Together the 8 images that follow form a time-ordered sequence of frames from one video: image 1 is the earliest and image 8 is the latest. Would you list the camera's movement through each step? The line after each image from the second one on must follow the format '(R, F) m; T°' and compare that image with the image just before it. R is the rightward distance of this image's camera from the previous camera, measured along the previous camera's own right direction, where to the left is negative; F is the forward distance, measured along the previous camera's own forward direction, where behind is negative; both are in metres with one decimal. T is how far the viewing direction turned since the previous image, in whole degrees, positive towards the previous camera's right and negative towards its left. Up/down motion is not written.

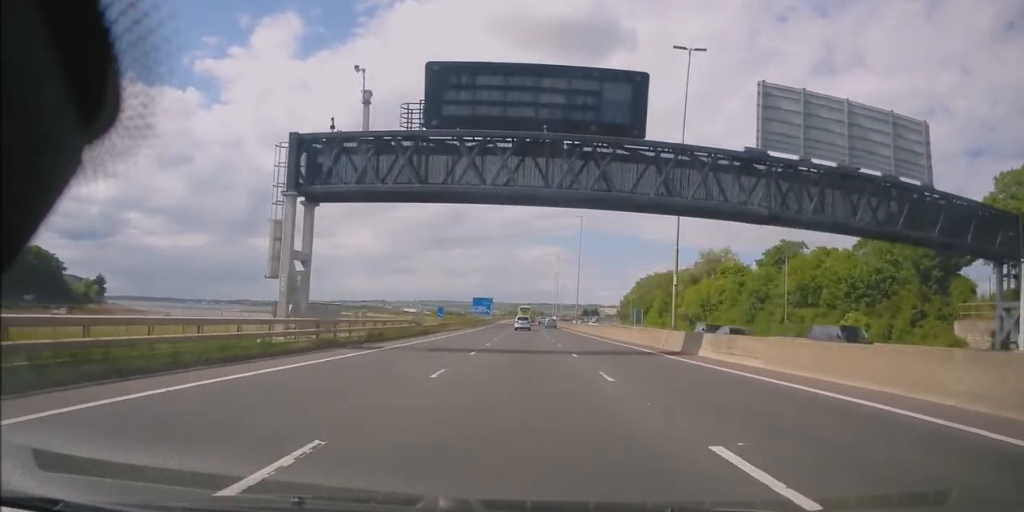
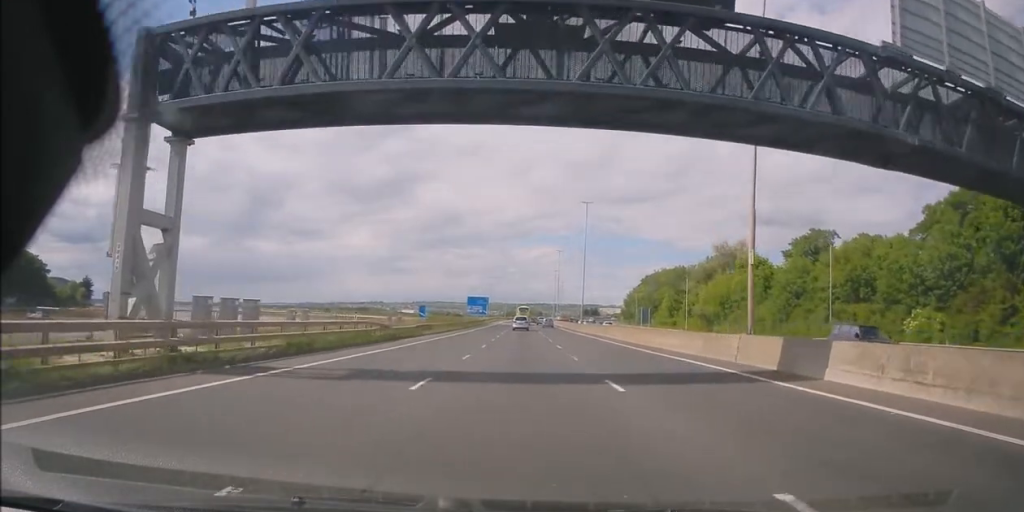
(+0.1, +10.8) m; +1°
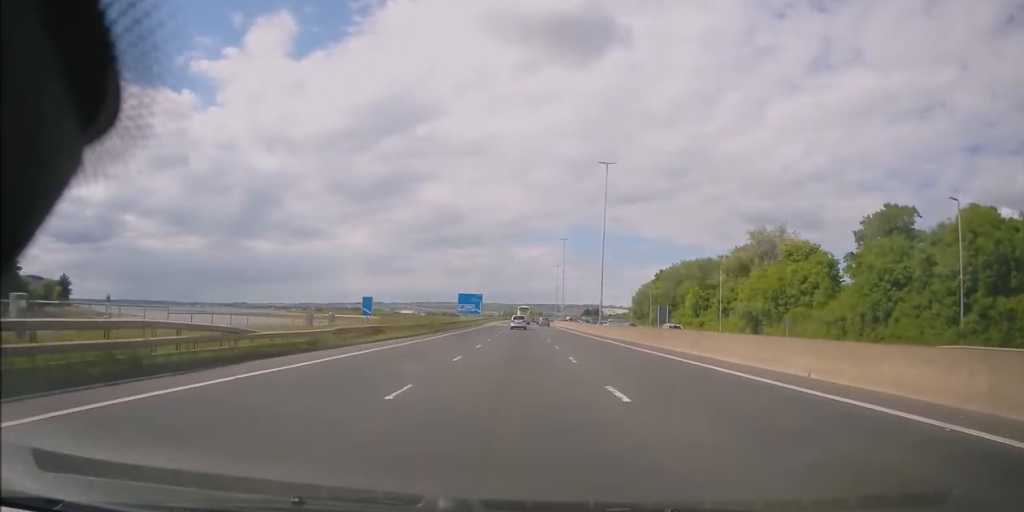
(+0.2, +19.5) m; 0°
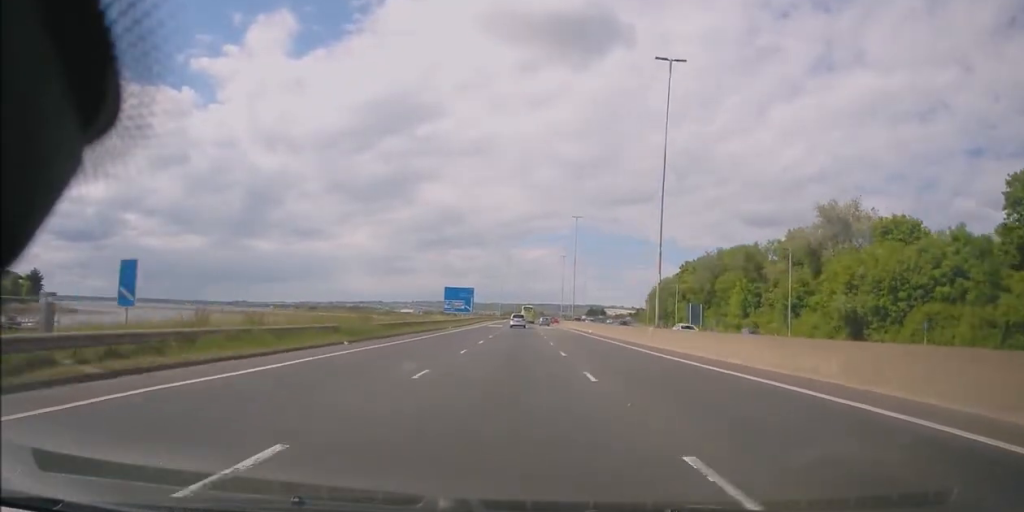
(-0.3, +23.8) m; 0°
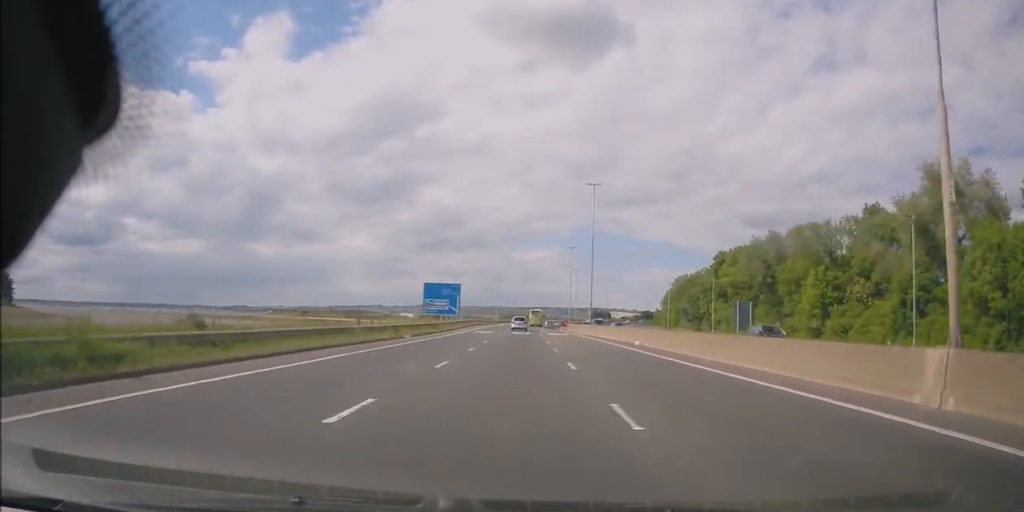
(+0.3, +22.7) m; 0°
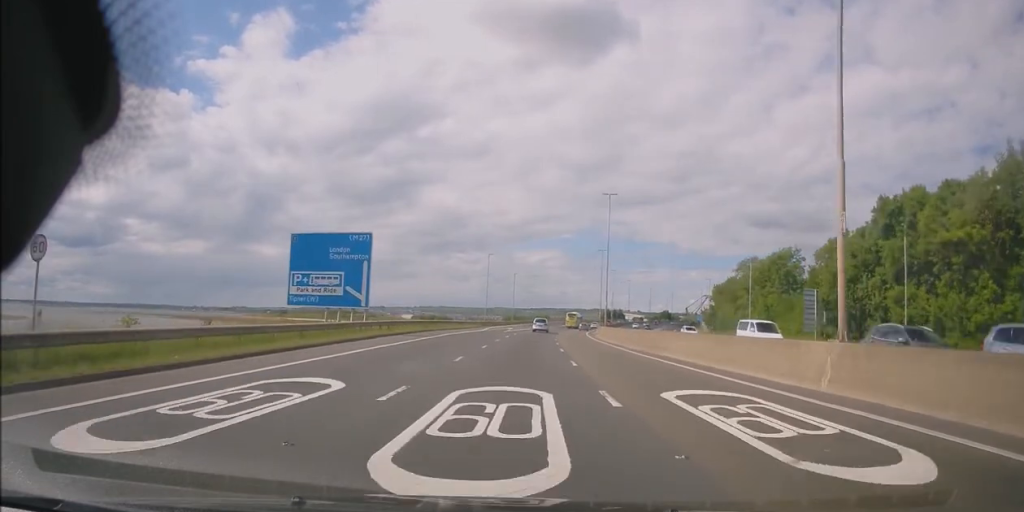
(-0.2, +51.7) m; 0°
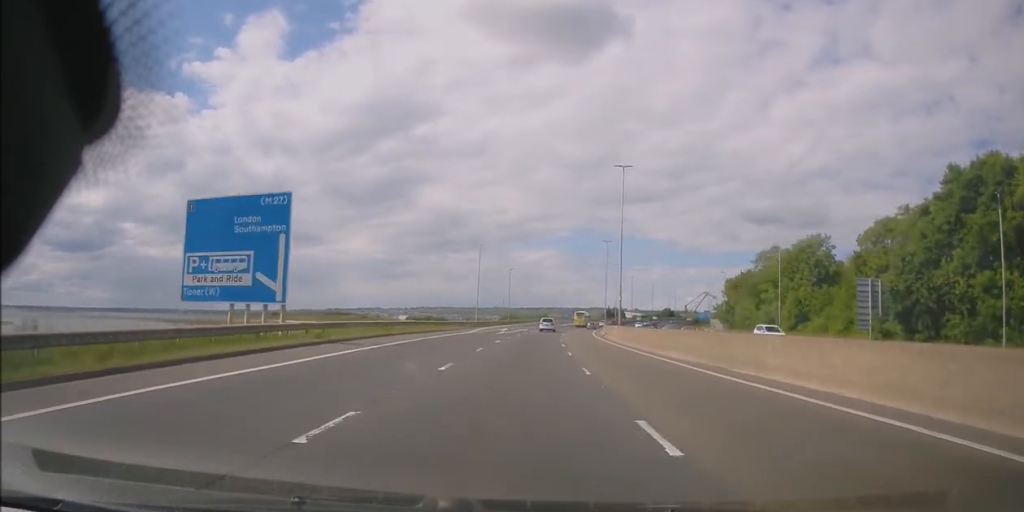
(+0.1, +12.3) m; 0°
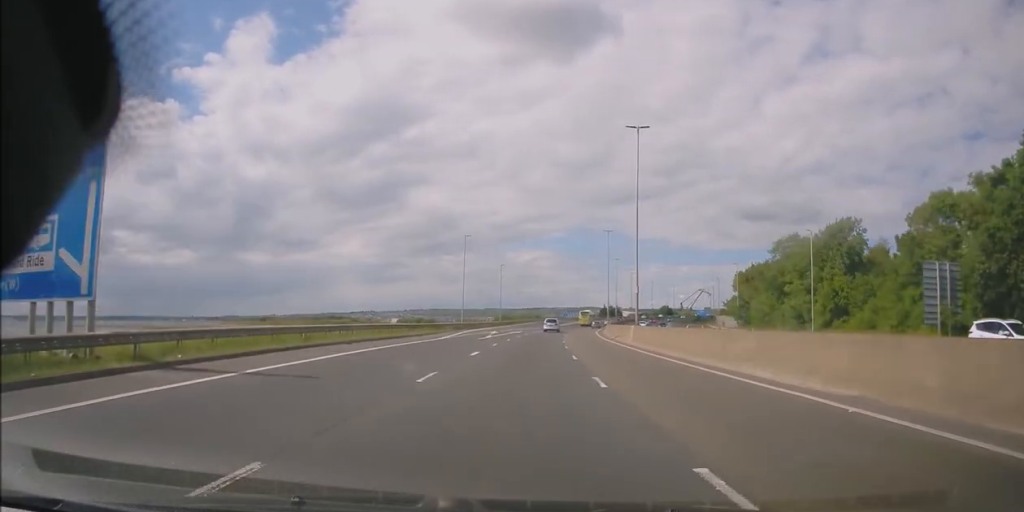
(+0.1, +11.7) m; 0°
